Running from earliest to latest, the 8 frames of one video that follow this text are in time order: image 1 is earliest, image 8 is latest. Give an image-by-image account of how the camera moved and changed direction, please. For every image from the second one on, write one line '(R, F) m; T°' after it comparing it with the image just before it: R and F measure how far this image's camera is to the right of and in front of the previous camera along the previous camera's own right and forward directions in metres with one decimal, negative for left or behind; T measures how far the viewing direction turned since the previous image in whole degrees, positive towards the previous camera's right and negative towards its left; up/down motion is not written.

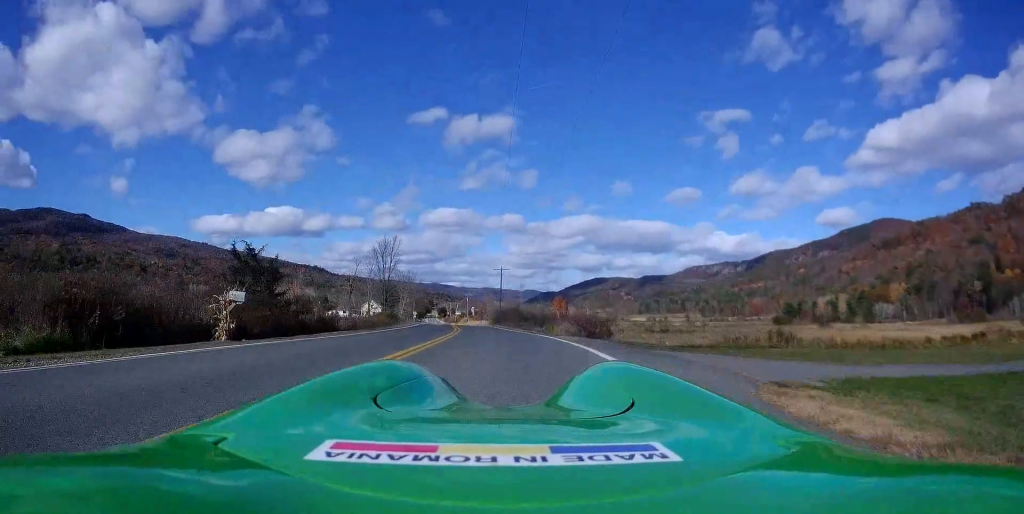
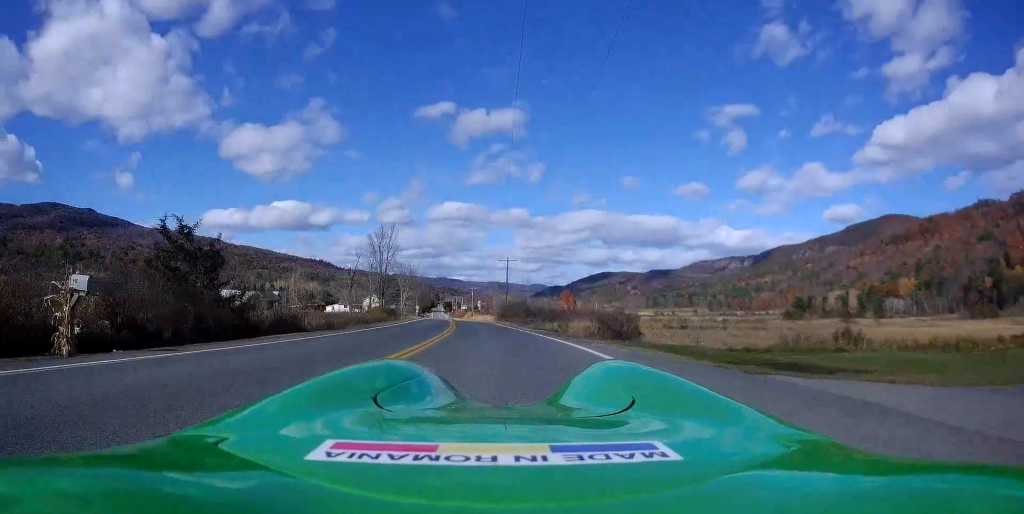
(0.0, +6.2) m; 0°
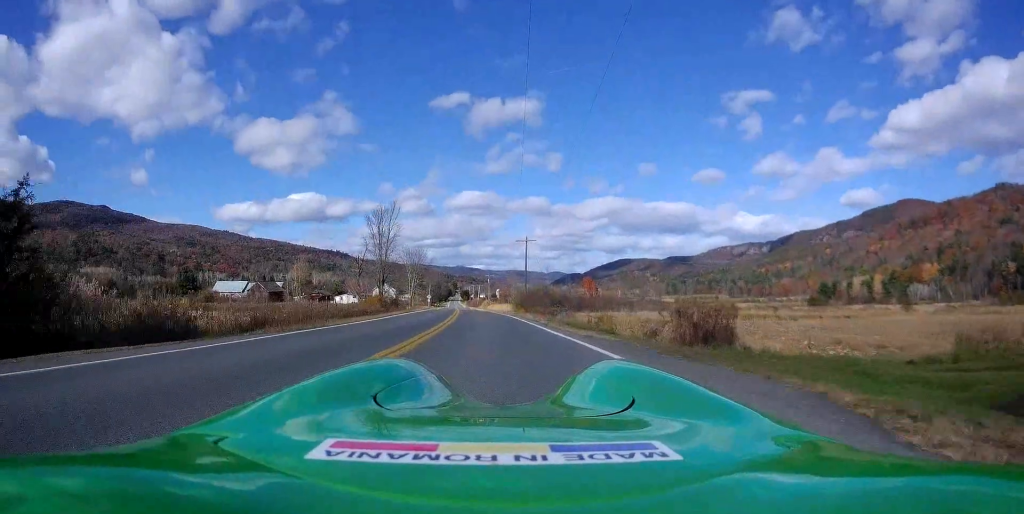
(0.0, +10.6) m; -1°
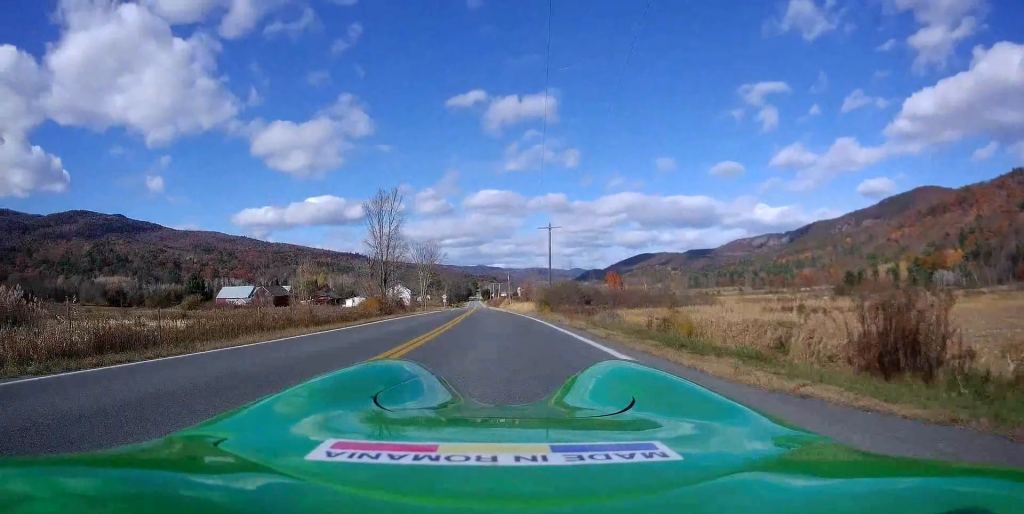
(0.0, +9.4) m; -1°
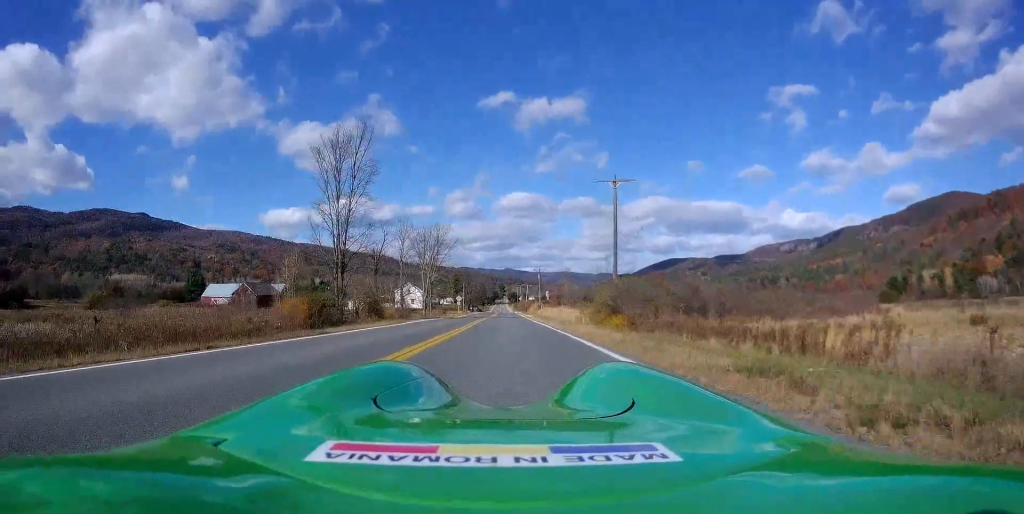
(-1.0, +23.5) m; -4°
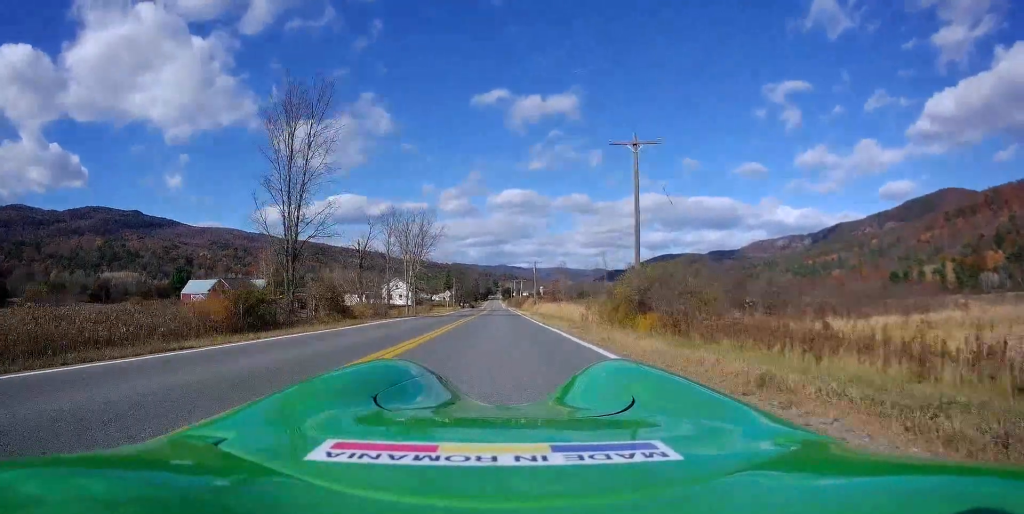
(-0.1, +7.8) m; -1°
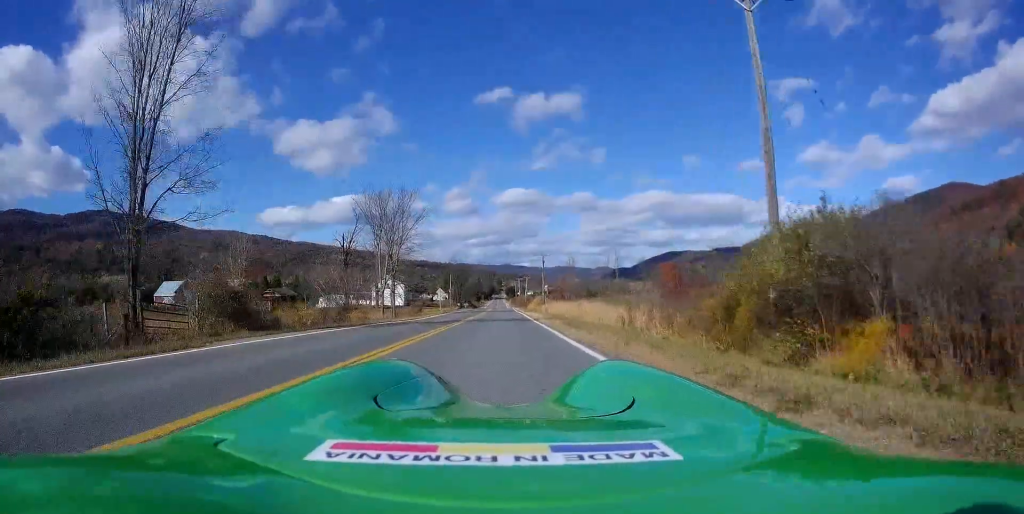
(-0.1, +14.0) m; 0°
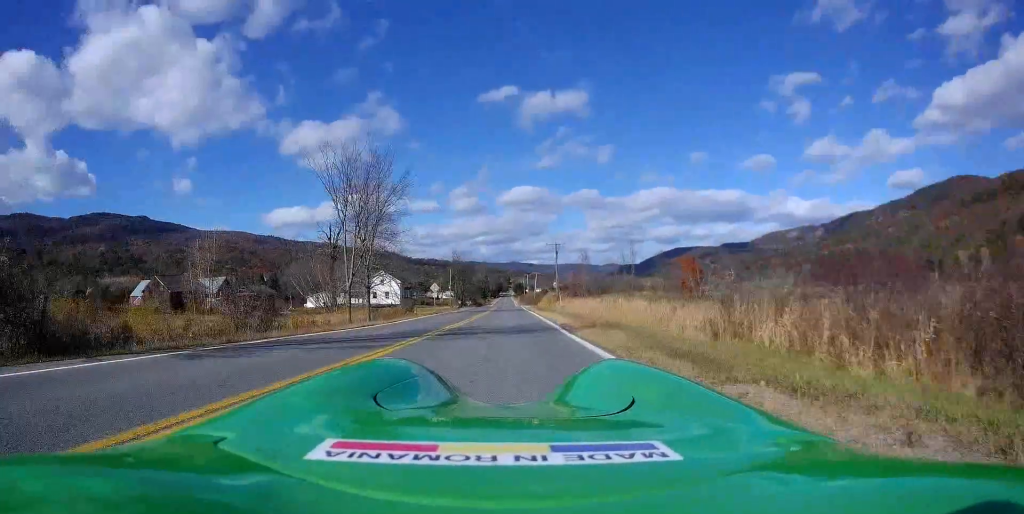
(+0.1, +11.8) m; 0°
